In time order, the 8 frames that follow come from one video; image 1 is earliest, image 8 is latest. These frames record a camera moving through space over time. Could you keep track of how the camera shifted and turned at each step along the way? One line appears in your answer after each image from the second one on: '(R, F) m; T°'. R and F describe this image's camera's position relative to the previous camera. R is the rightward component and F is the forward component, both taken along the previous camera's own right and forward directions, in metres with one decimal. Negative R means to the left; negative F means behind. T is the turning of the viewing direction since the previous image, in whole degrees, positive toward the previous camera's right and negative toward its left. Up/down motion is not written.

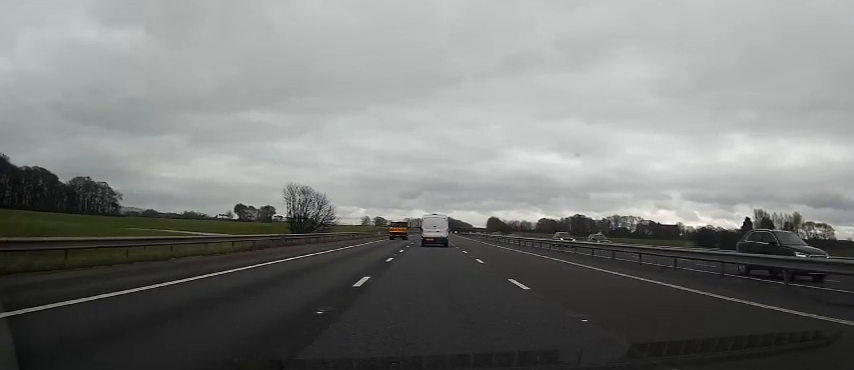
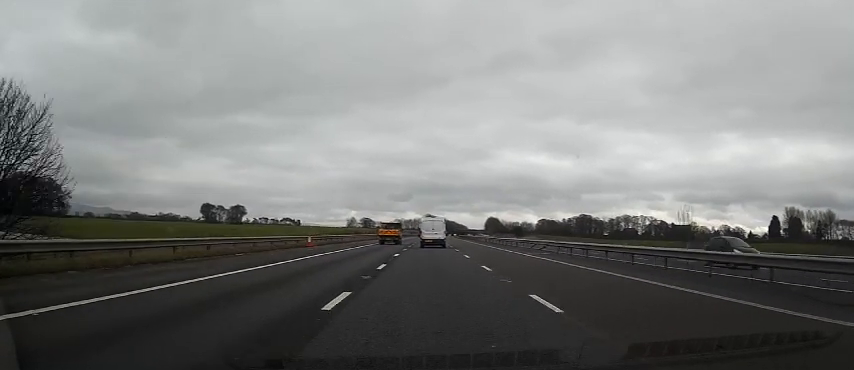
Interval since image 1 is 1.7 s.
(+0.3, +47.9) m; +1°
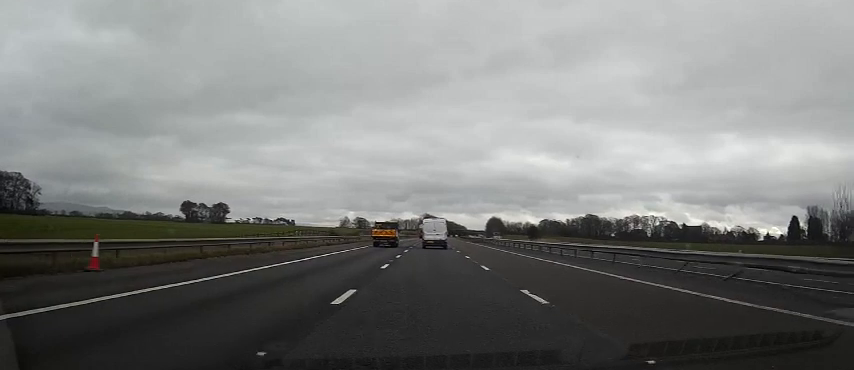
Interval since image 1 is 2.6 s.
(0.0, +25.7) m; +1°
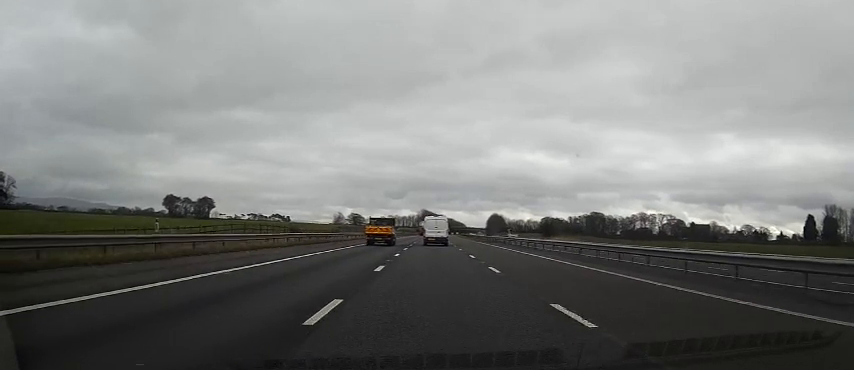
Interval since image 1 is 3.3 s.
(+0.3, +20.0) m; 0°
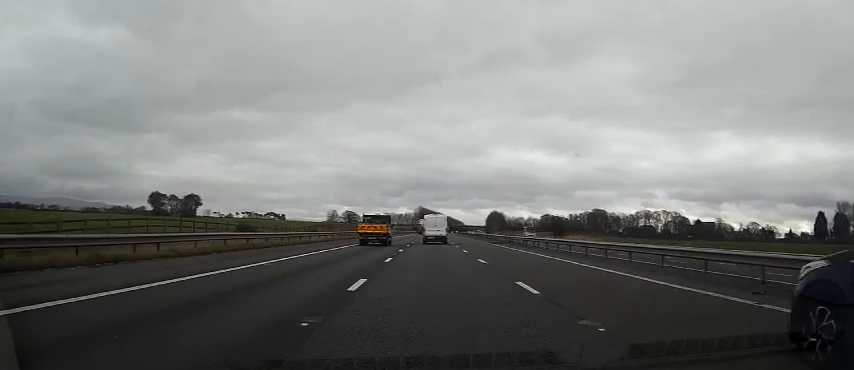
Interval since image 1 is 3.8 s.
(0.0, +14.1) m; 0°
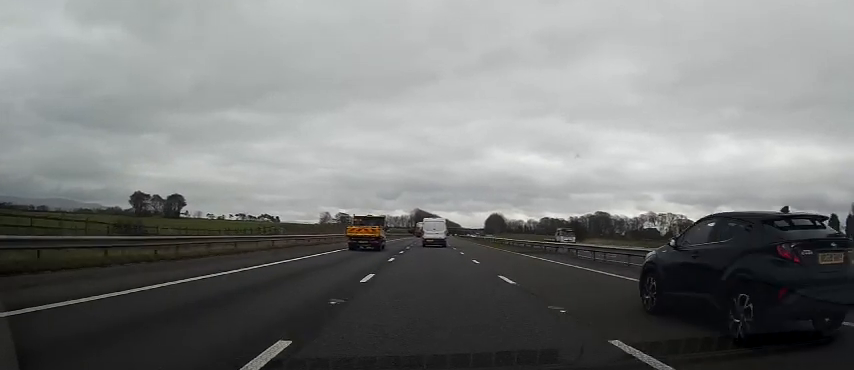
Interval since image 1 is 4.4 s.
(-0.2, +16.4) m; 0°
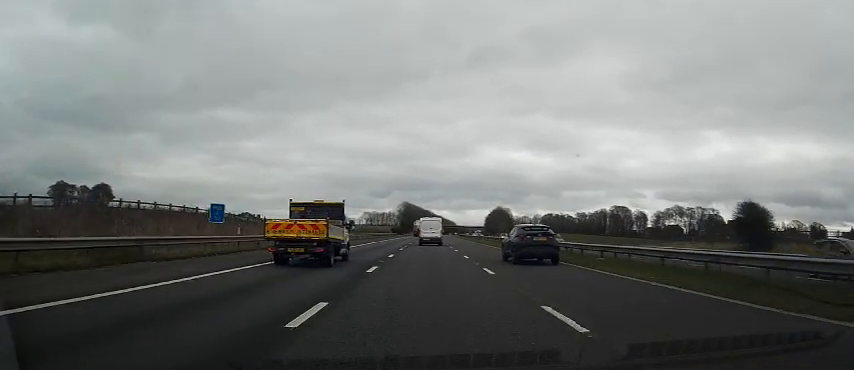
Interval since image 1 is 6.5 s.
(+1.5, +58.8) m; +2°
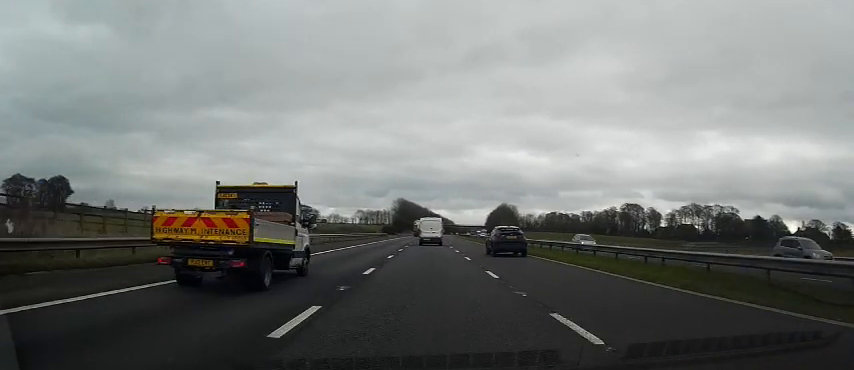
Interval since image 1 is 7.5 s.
(-0.3, +27.3) m; 0°
